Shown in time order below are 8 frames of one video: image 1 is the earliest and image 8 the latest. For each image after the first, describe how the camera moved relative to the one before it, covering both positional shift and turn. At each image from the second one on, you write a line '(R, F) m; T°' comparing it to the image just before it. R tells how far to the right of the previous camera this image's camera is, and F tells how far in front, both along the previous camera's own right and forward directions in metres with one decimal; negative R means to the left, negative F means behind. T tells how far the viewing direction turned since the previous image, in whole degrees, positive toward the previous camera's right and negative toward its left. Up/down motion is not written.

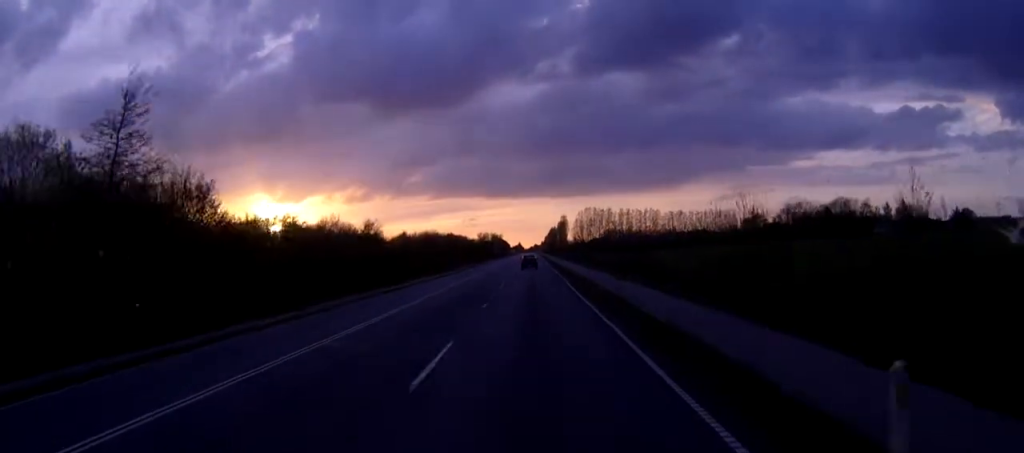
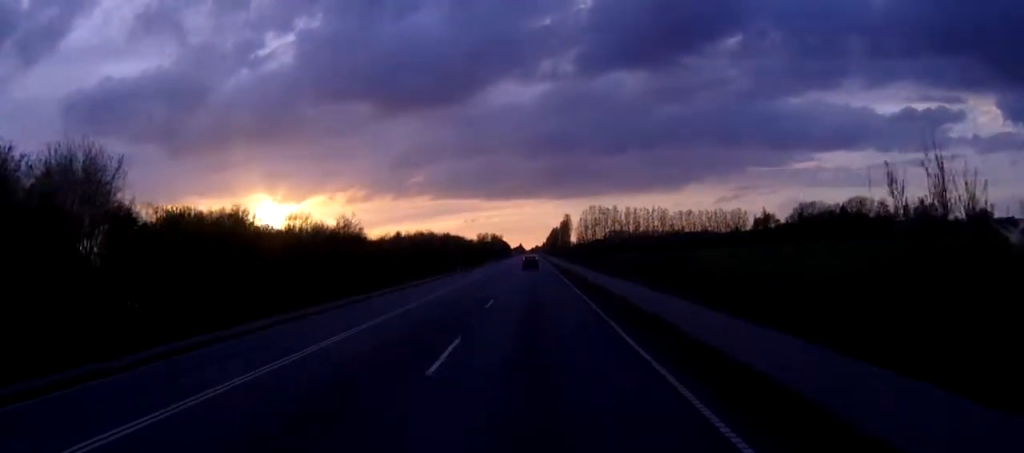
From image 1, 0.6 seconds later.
(+0.1, +13.6) m; 0°
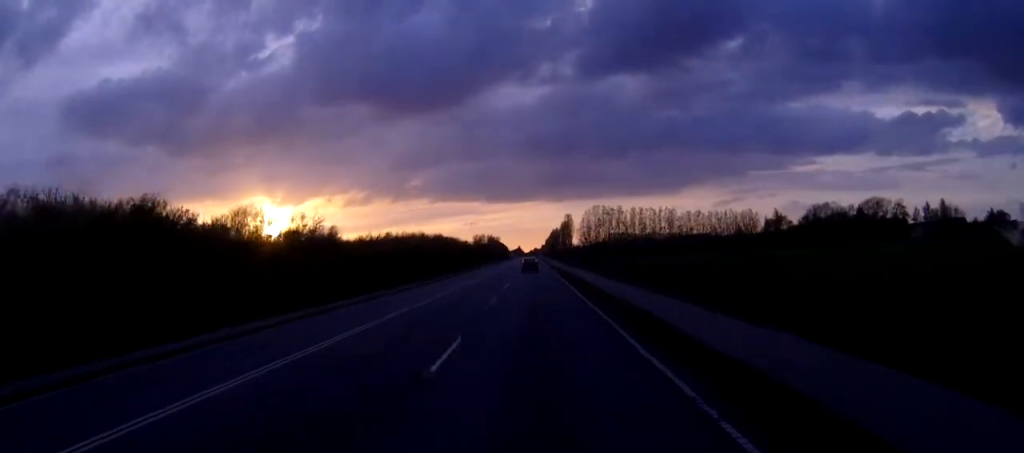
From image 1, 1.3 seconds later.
(0.0, +15.1) m; 0°
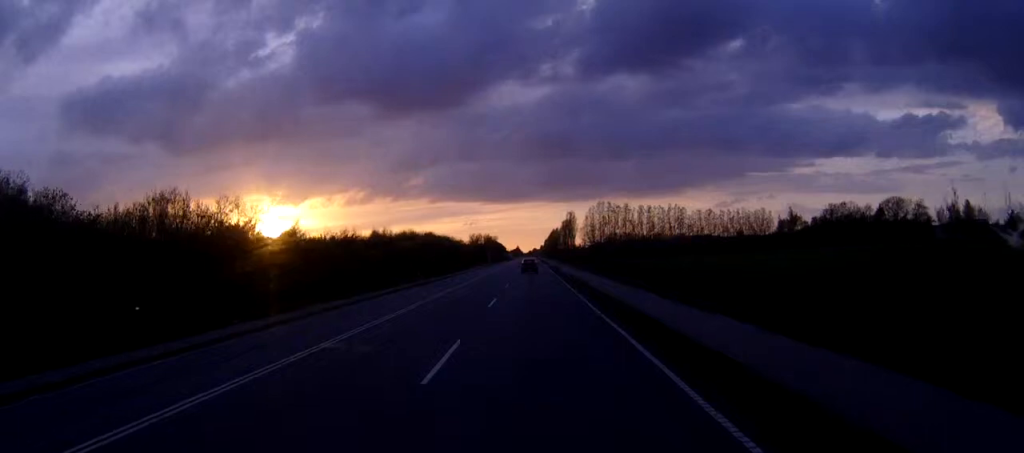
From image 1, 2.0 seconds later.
(0.0, +15.9) m; 0°
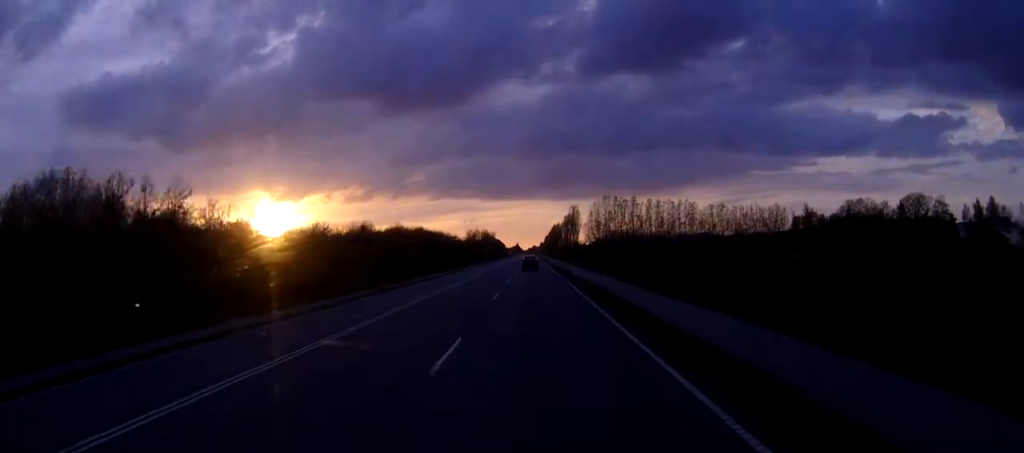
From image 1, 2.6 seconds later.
(-0.1, +14.5) m; 0°
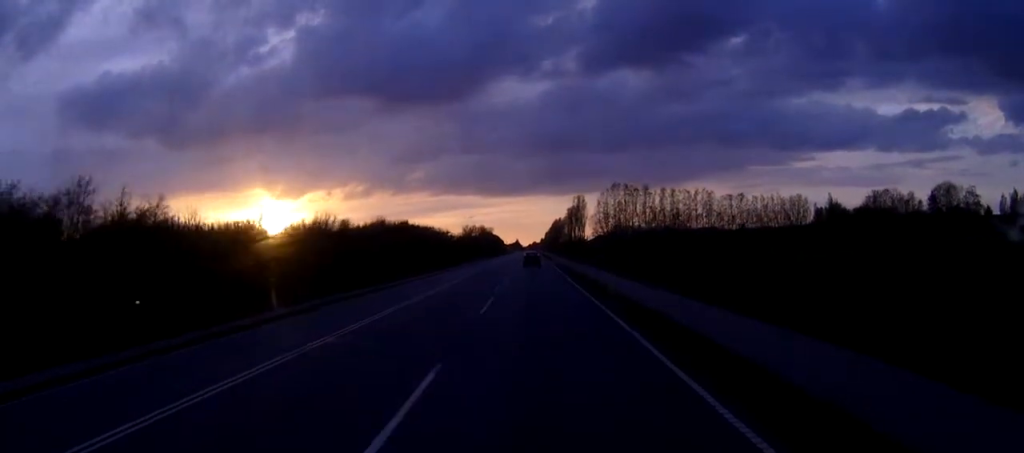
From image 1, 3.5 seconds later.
(0.0, +19.8) m; 0°
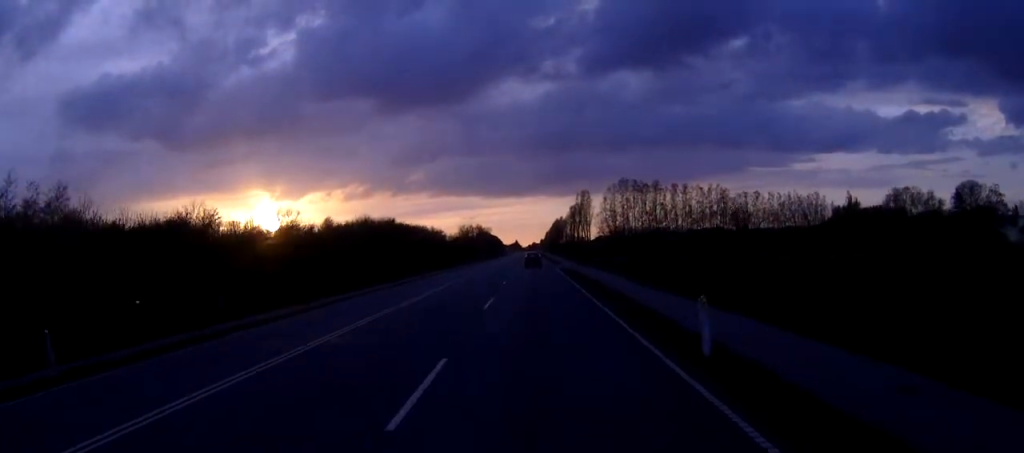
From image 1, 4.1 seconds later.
(0.0, +13.7) m; 0°
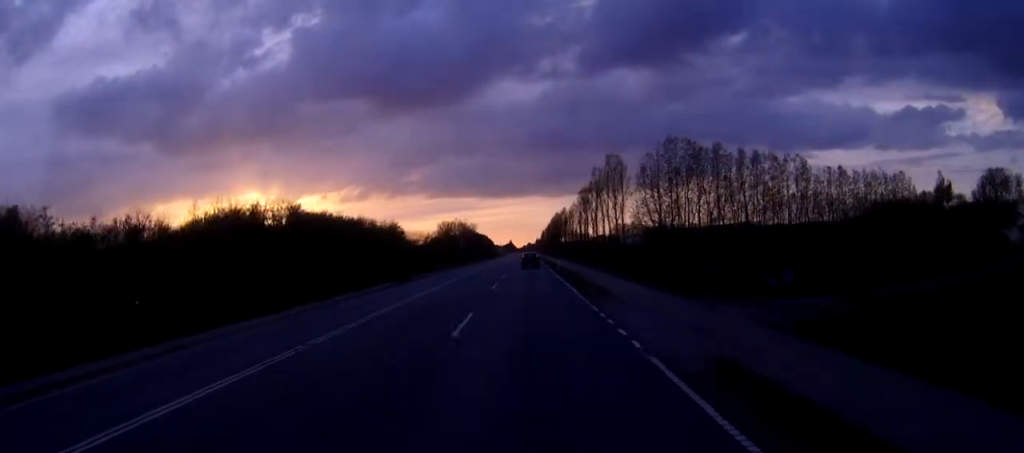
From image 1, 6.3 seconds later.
(-0.4, +51.9) m; -1°
